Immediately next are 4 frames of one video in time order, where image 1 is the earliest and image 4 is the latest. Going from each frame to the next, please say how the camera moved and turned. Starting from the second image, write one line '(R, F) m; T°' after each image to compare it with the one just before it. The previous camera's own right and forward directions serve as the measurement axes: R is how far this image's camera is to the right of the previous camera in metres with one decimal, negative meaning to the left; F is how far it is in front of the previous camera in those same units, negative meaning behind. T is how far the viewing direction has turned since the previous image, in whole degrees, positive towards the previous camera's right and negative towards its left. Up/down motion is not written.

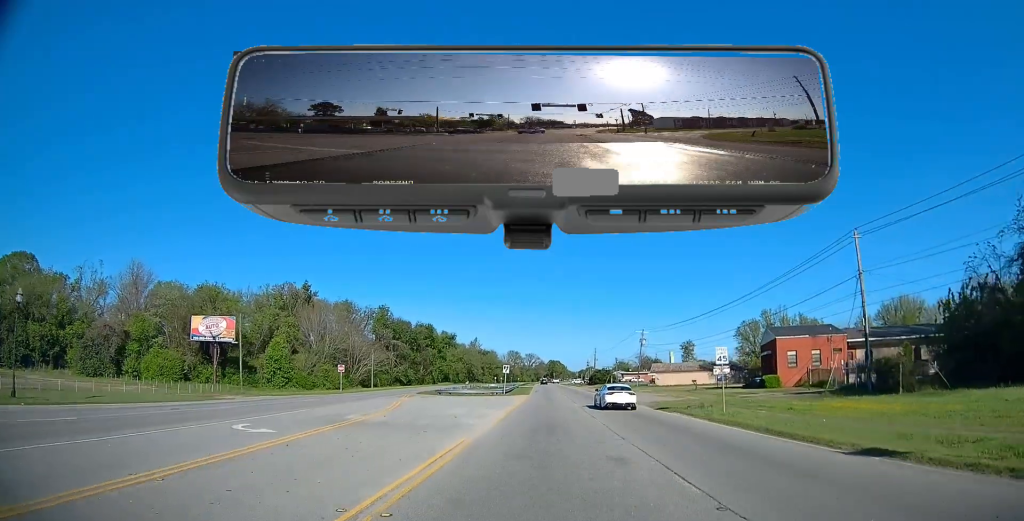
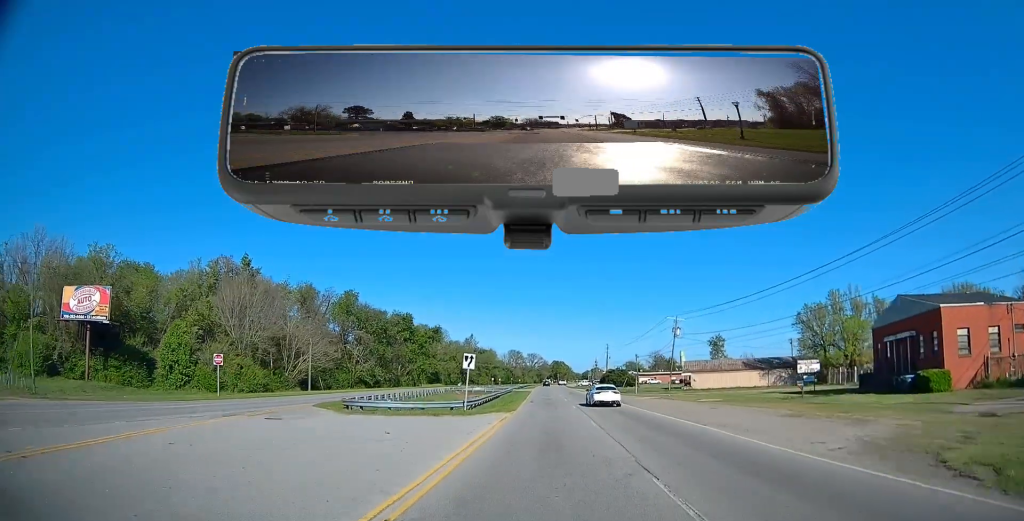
(+0.1, +26.4) m; 0°
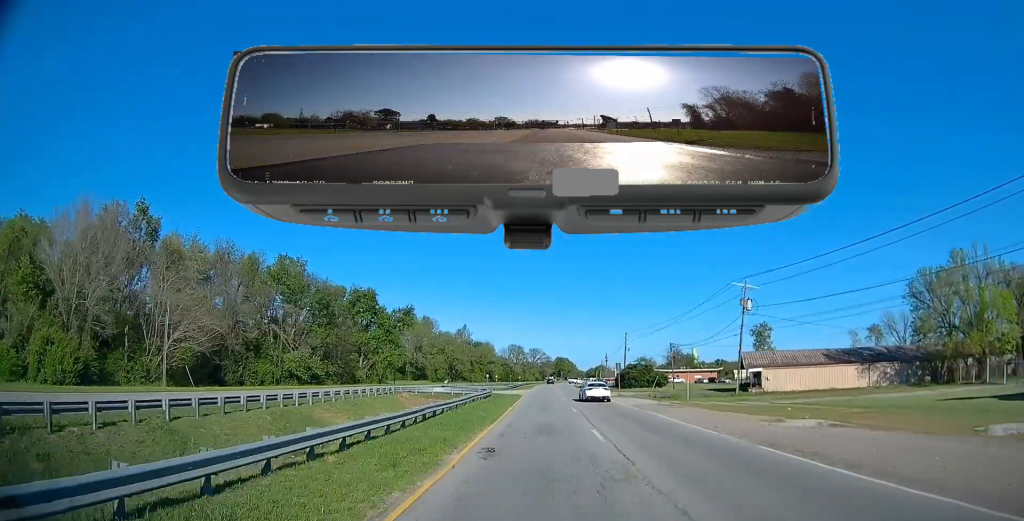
(0.0, +28.9) m; 0°
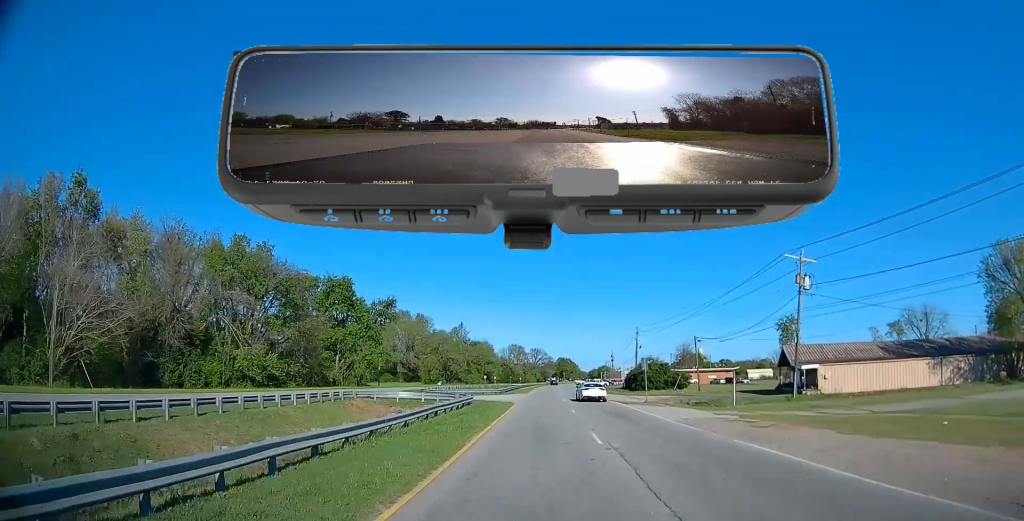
(0.0, +12.7) m; -1°
